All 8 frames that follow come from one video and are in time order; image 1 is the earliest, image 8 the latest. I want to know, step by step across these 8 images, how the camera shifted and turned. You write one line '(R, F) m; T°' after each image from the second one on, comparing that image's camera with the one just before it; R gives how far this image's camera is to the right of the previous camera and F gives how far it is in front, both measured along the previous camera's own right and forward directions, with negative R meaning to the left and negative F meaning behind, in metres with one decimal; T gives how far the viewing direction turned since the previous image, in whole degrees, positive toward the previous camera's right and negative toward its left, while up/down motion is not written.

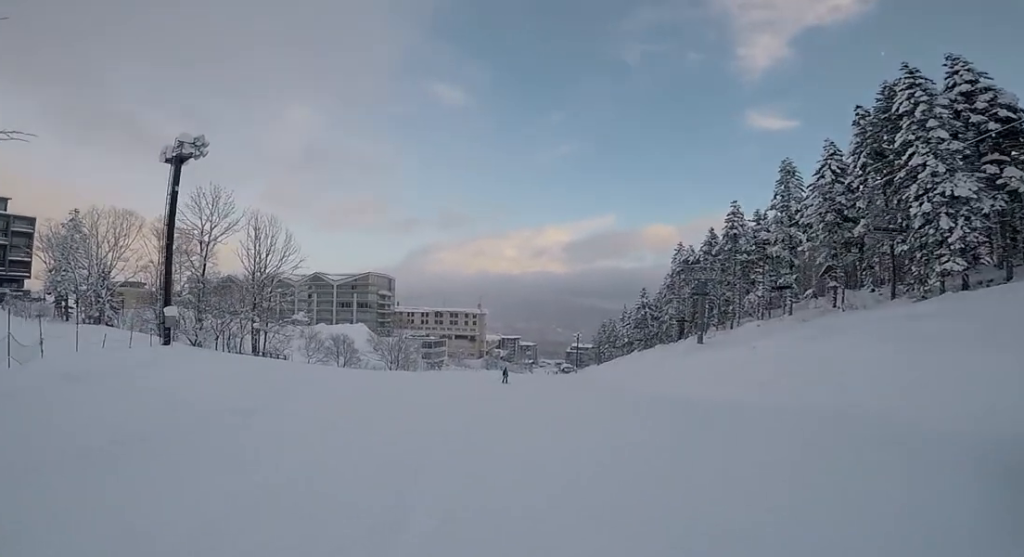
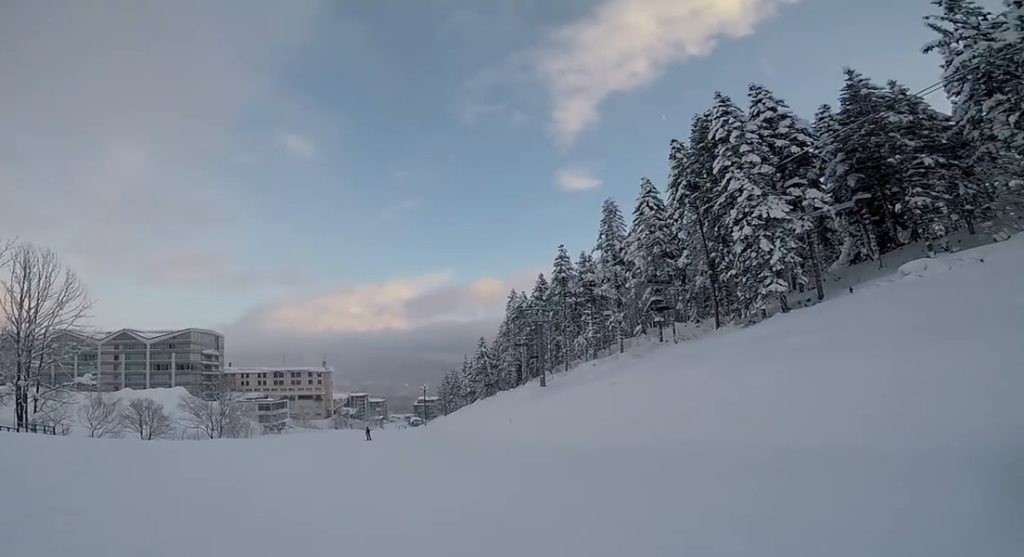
(0.0, +6.4) m; +2°
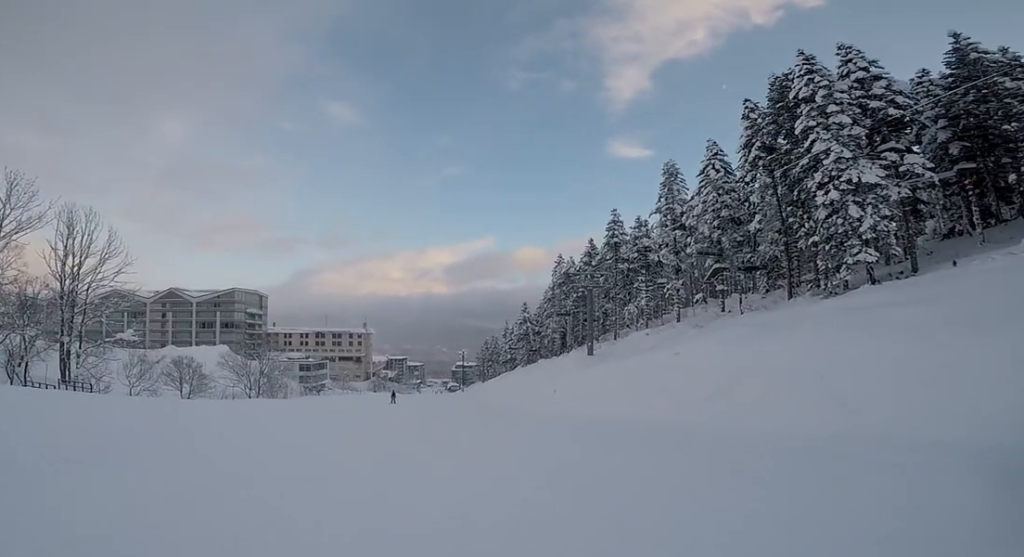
(-0.7, +2.1) m; +1°
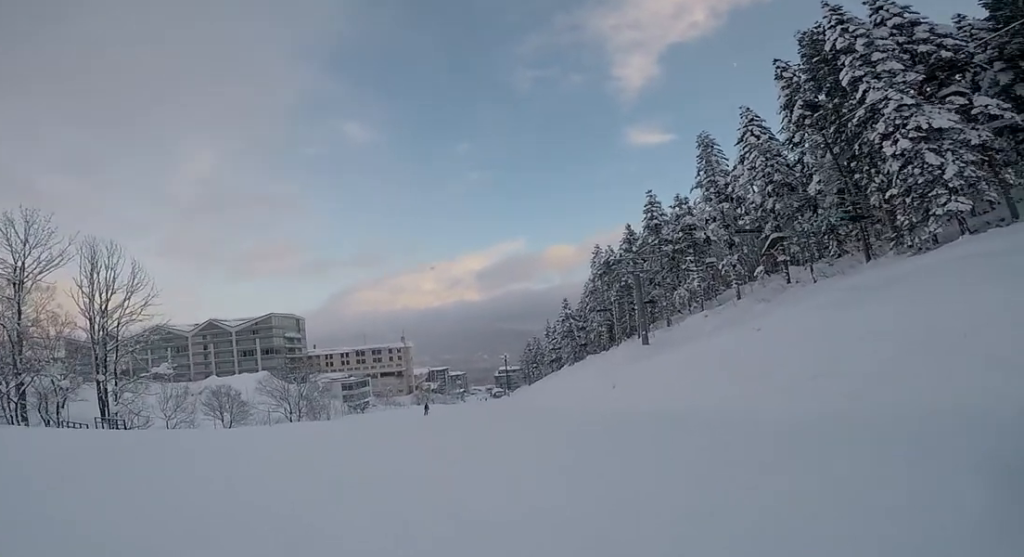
(+1.0, +3.0) m; -2°
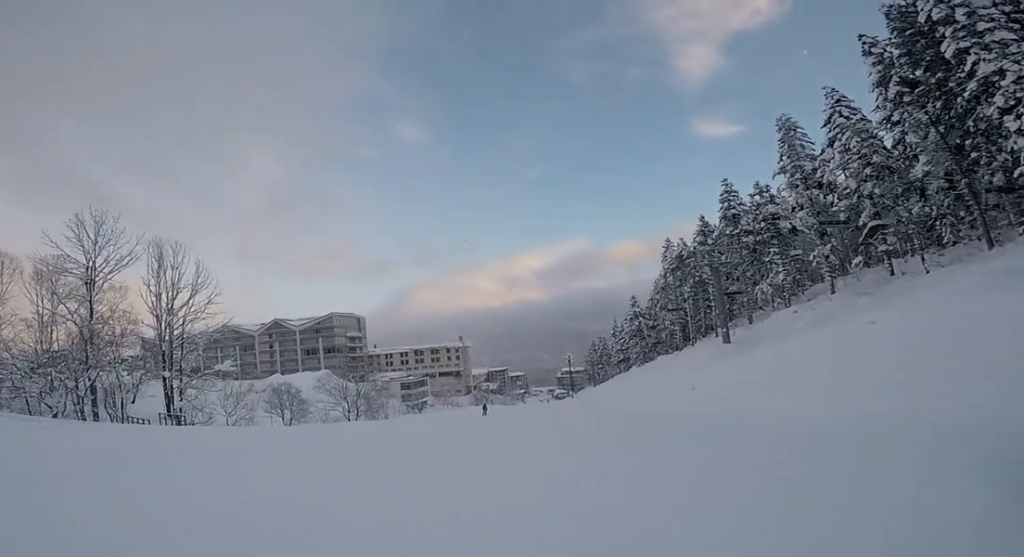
(-0.5, +1.6) m; -4°
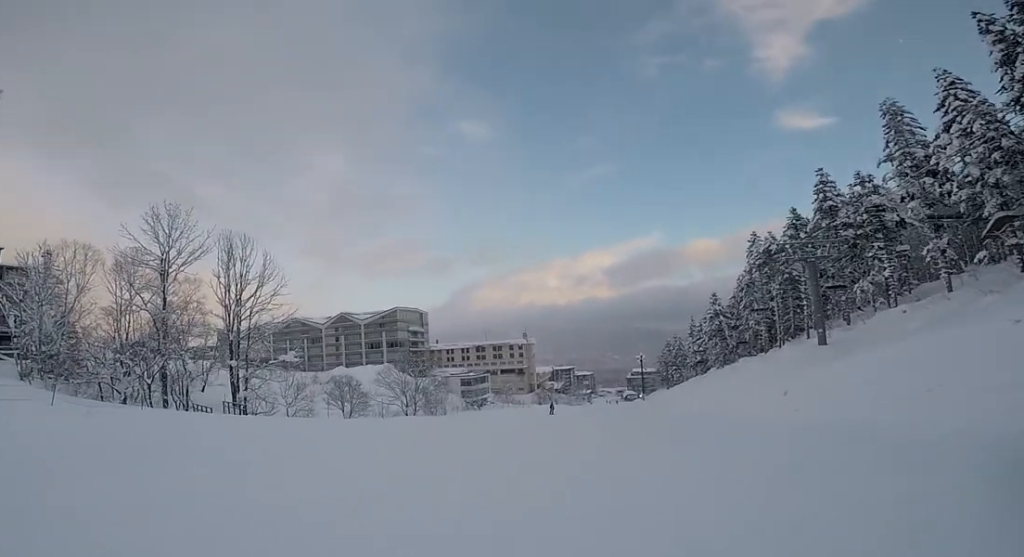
(-0.4, +1.3) m; -4°
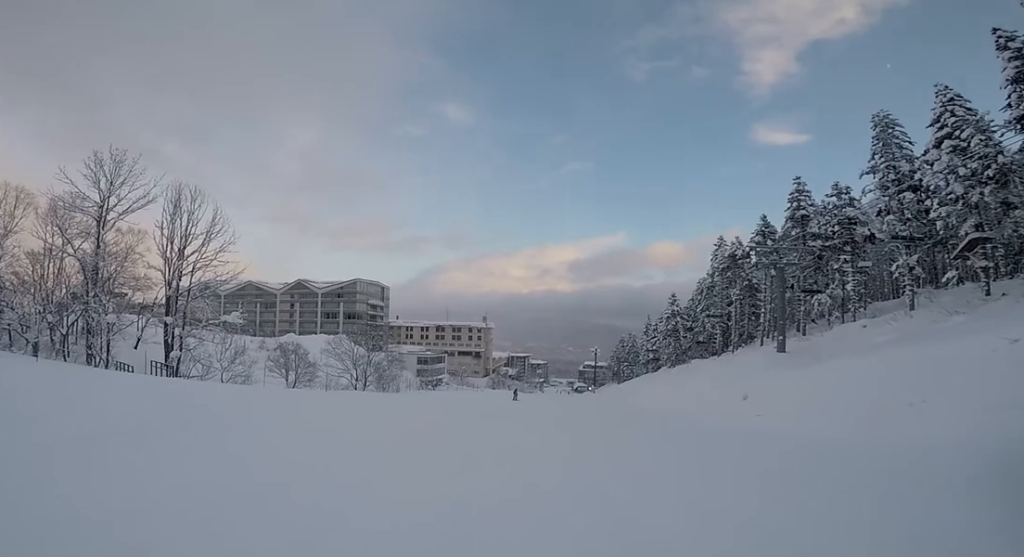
(+0.2, +2.6) m; +3°
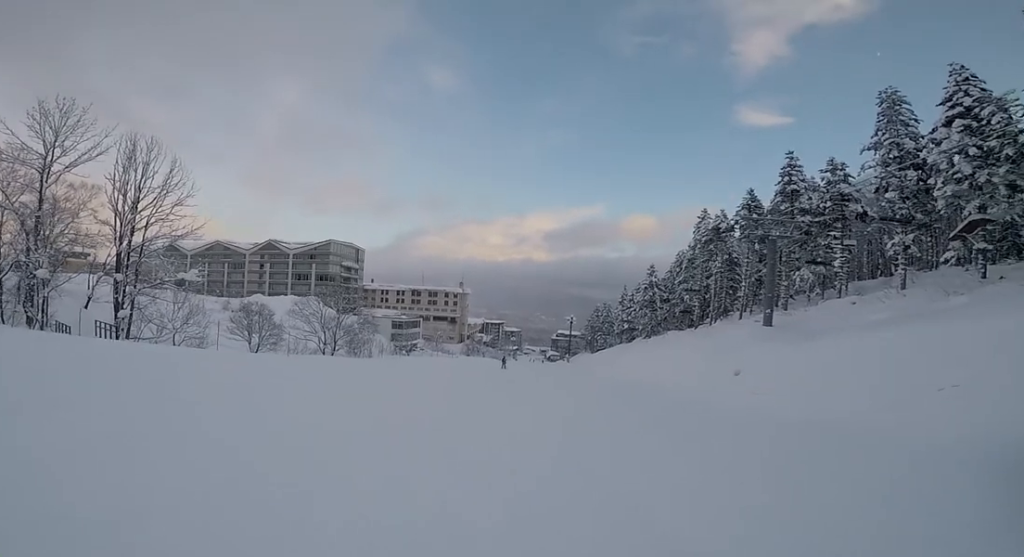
(+0.2, +2.7) m; +3°
